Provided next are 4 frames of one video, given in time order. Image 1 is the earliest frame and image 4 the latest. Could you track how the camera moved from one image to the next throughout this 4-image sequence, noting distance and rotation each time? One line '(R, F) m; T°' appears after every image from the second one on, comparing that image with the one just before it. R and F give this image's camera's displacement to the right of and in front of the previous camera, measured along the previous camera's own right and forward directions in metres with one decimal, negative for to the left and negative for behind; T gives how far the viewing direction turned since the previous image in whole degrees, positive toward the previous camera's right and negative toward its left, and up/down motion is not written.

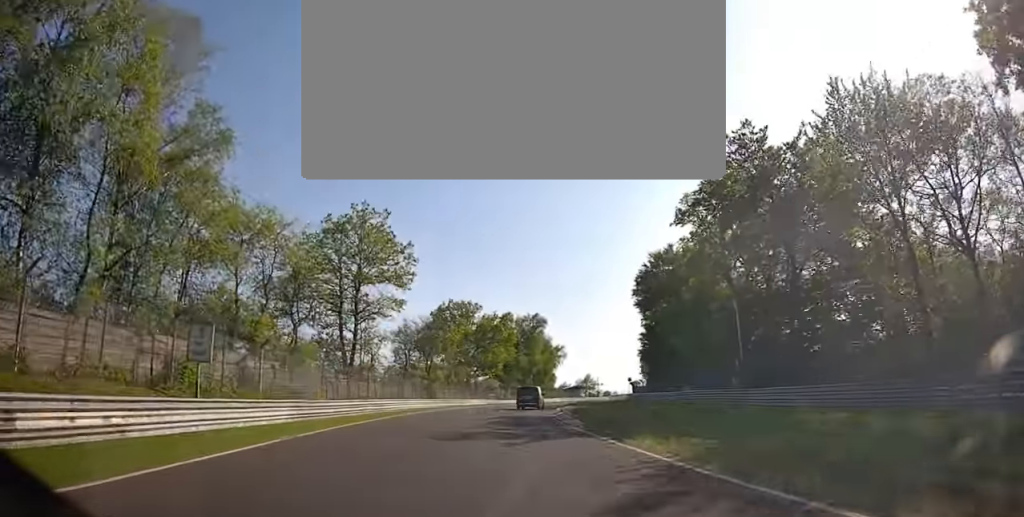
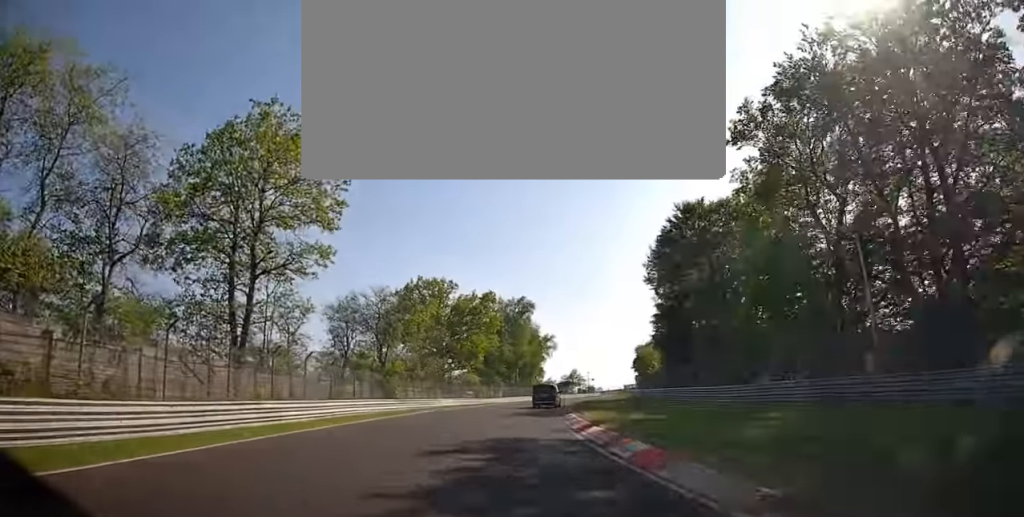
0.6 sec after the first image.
(-0.1, +16.1) m; +2°
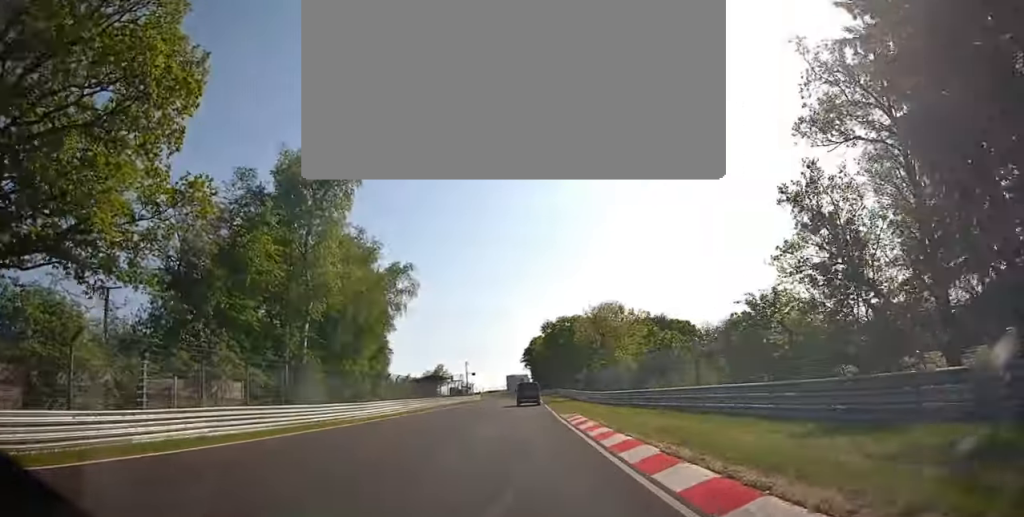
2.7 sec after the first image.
(+6.3, +58.5) m; +12°
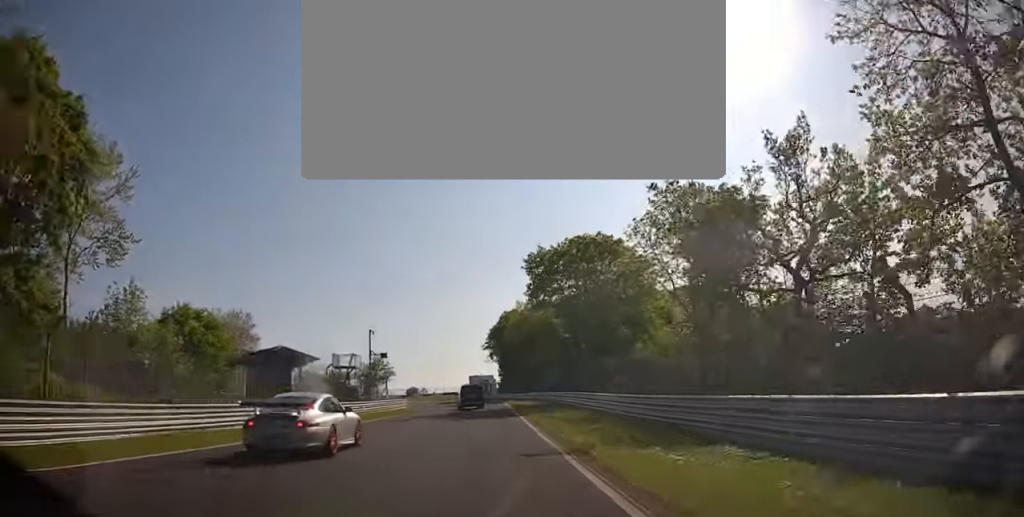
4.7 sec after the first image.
(+3.3, +52.7) m; +5°
